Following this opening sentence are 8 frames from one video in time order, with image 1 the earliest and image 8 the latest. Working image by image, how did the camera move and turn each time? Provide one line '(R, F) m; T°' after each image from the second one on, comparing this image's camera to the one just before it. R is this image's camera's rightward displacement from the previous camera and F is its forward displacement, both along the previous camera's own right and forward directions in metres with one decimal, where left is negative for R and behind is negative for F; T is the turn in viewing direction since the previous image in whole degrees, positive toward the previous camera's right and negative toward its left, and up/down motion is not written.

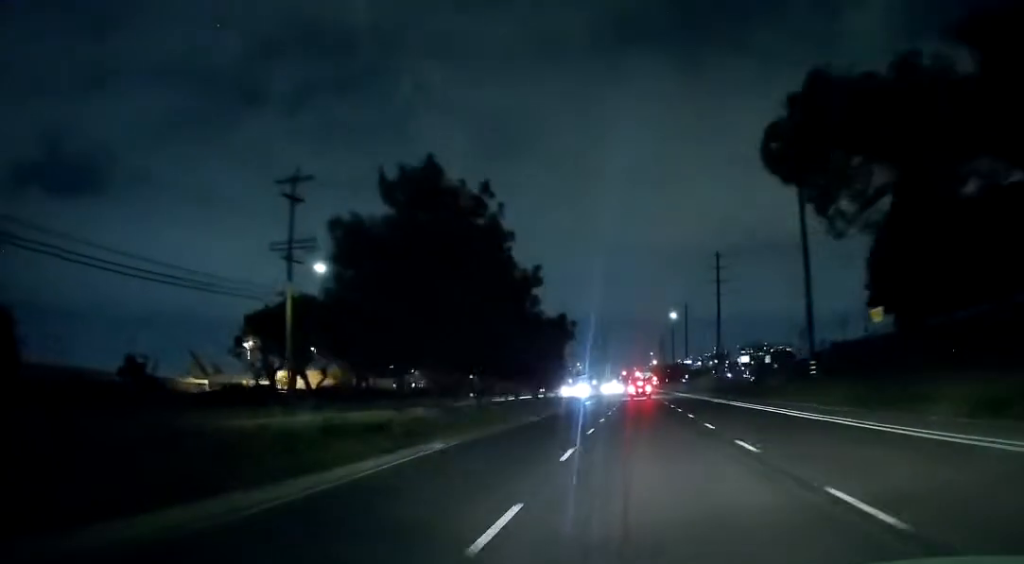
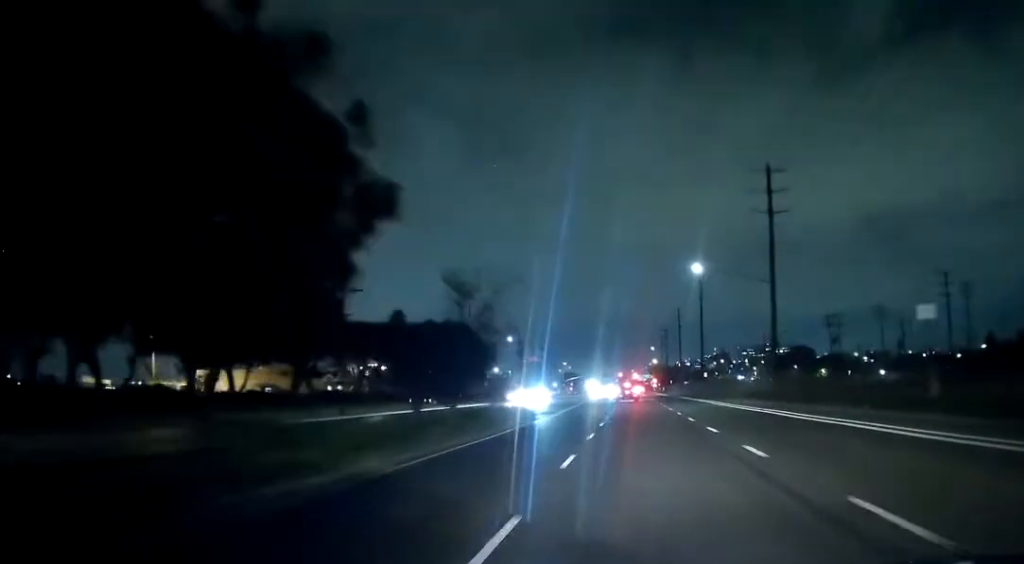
(0.0, +37.4) m; 0°
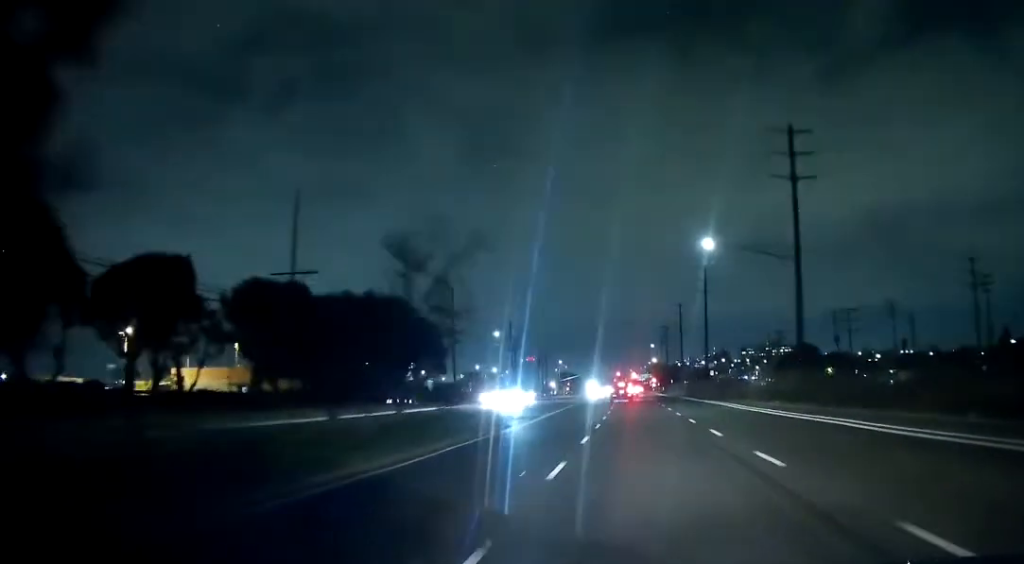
(0.0, +8.7) m; 0°
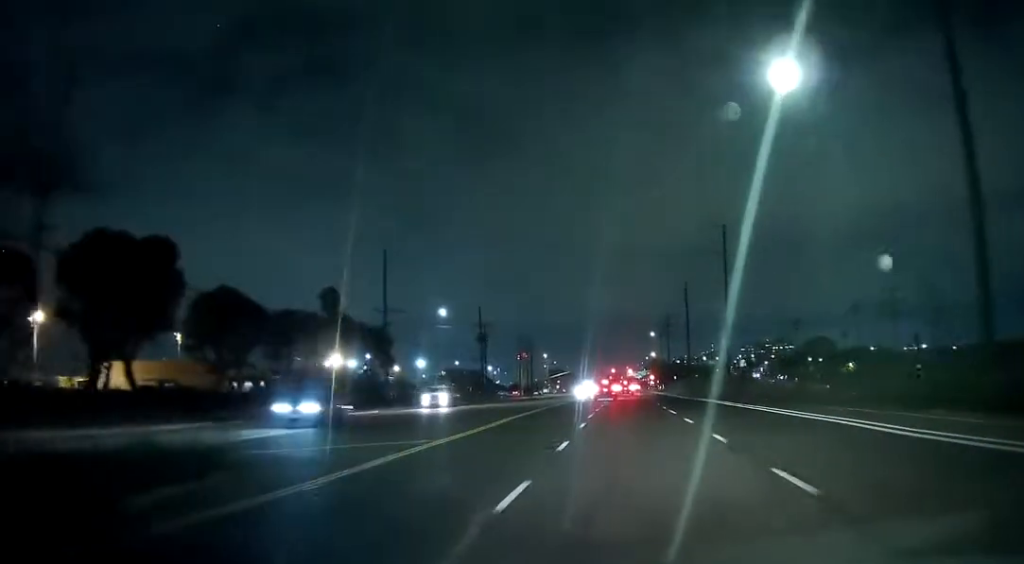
(0.0, +24.7) m; 0°
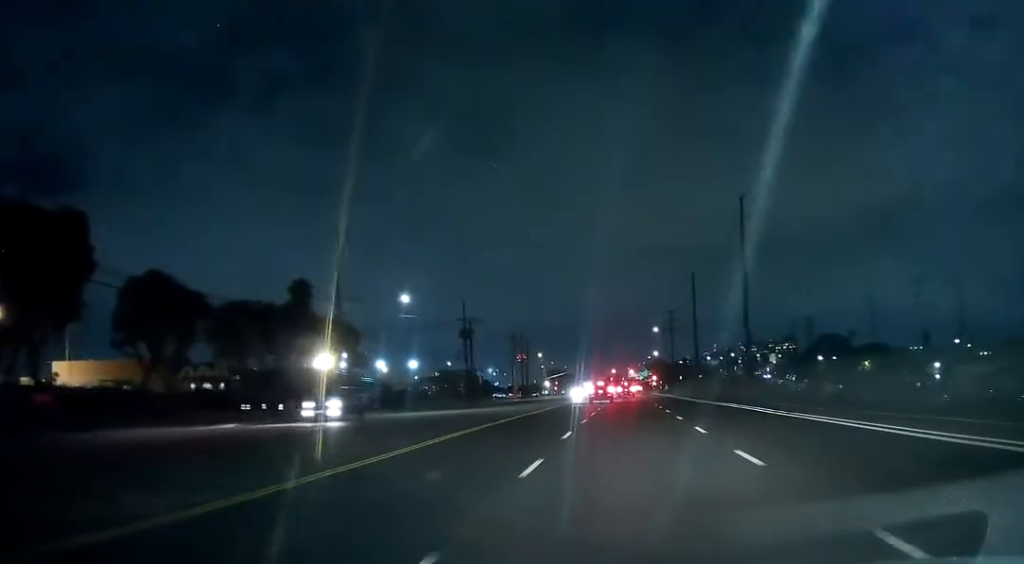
(0.0, +12.2) m; 0°
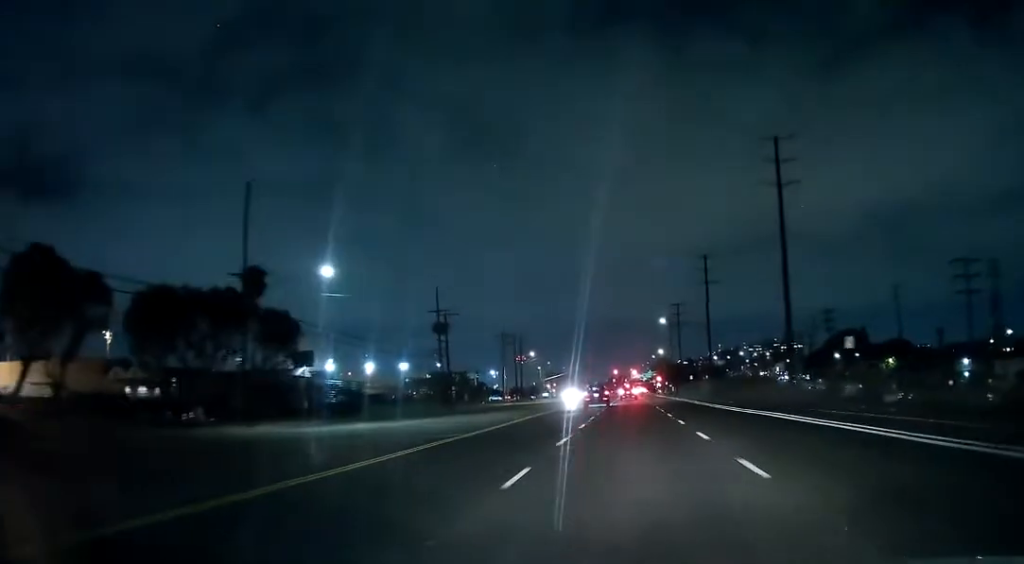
(0.0, +15.6) m; +1°
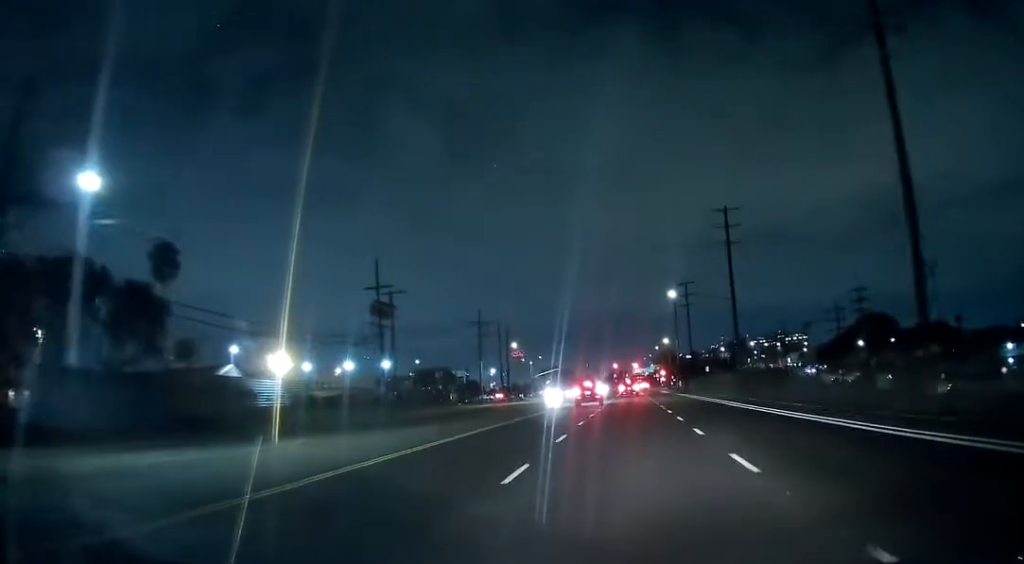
(+0.3, +21.5) m; 0°
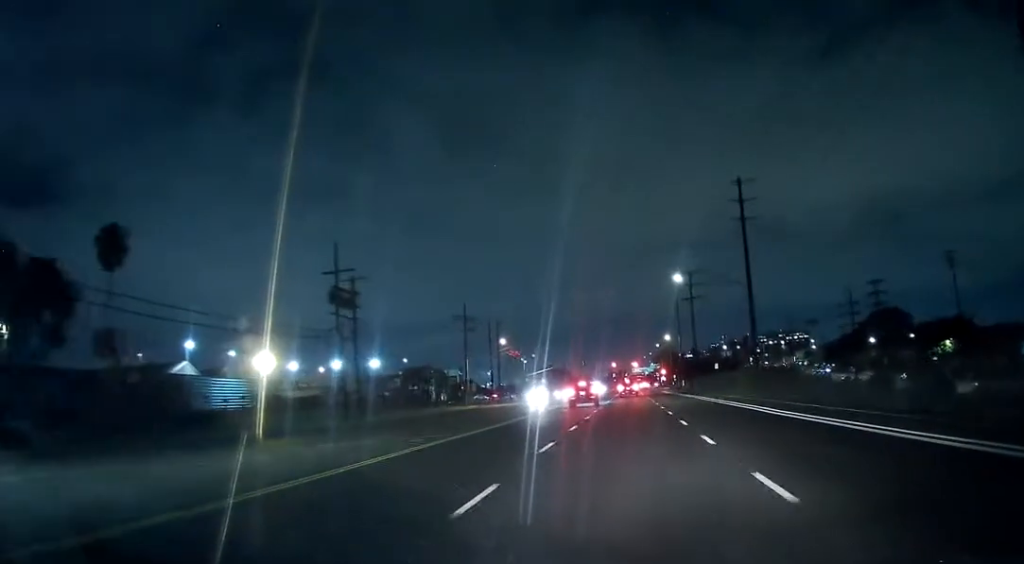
(-0.1, +9.4) m; 0°
